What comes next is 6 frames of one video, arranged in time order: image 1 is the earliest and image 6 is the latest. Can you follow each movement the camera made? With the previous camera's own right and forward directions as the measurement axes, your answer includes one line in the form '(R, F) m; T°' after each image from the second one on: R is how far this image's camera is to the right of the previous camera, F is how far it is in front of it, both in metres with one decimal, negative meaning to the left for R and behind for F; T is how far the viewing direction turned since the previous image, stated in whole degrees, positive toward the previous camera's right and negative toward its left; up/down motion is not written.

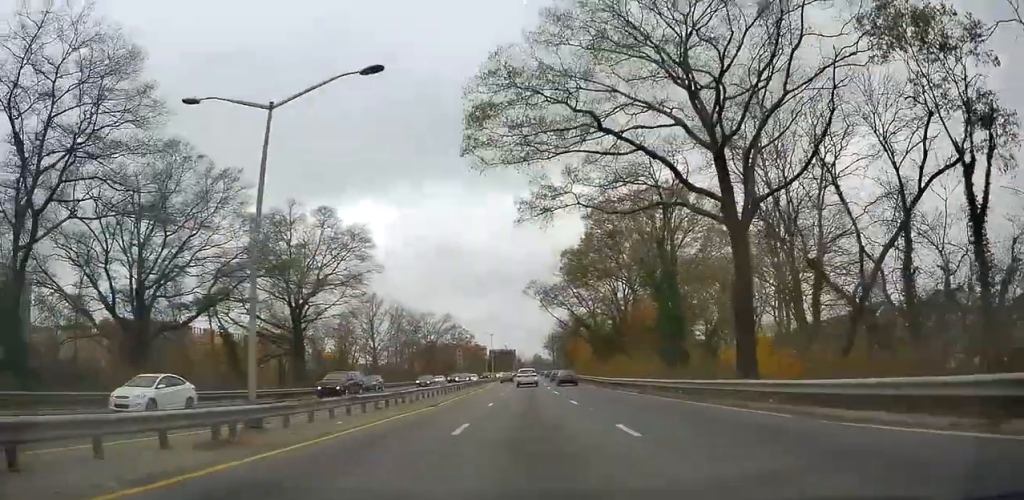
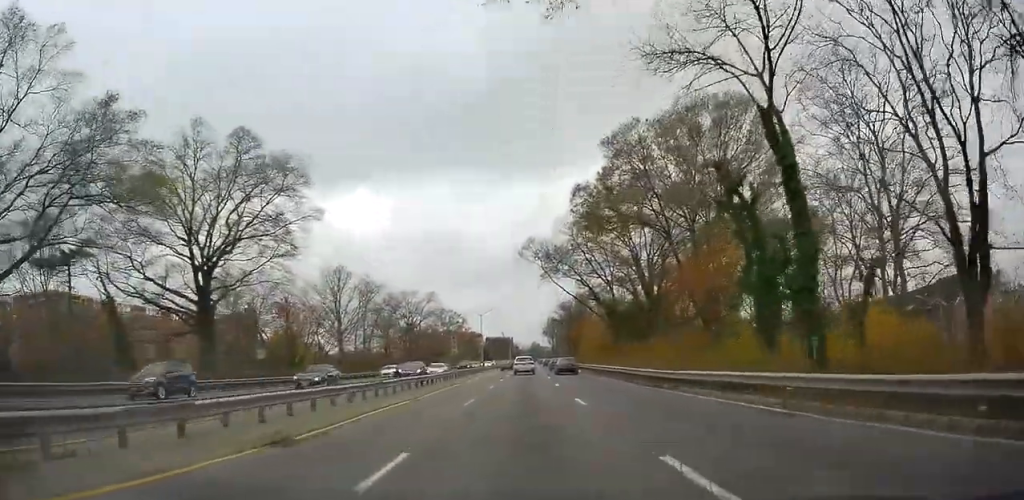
(0.0, +18.1) m; +1°
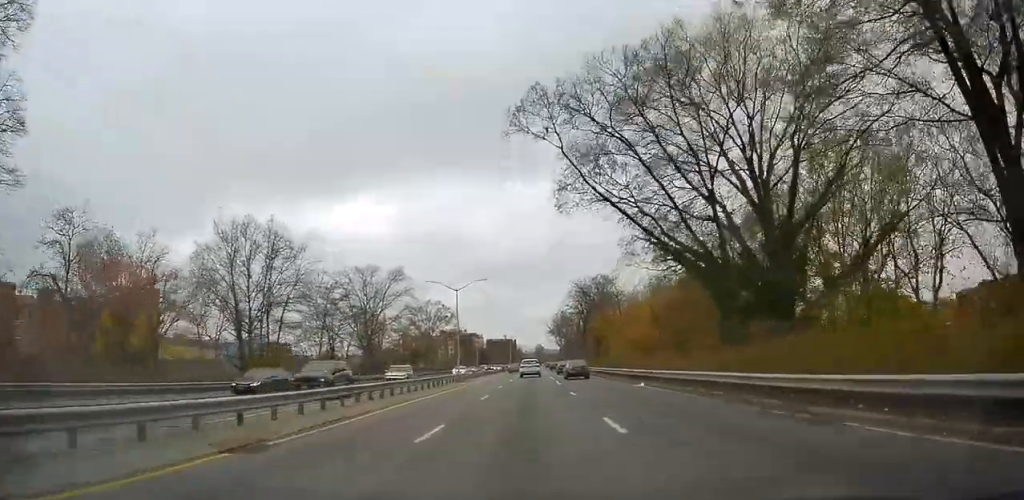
(+0.5, +31.2) m; +1°
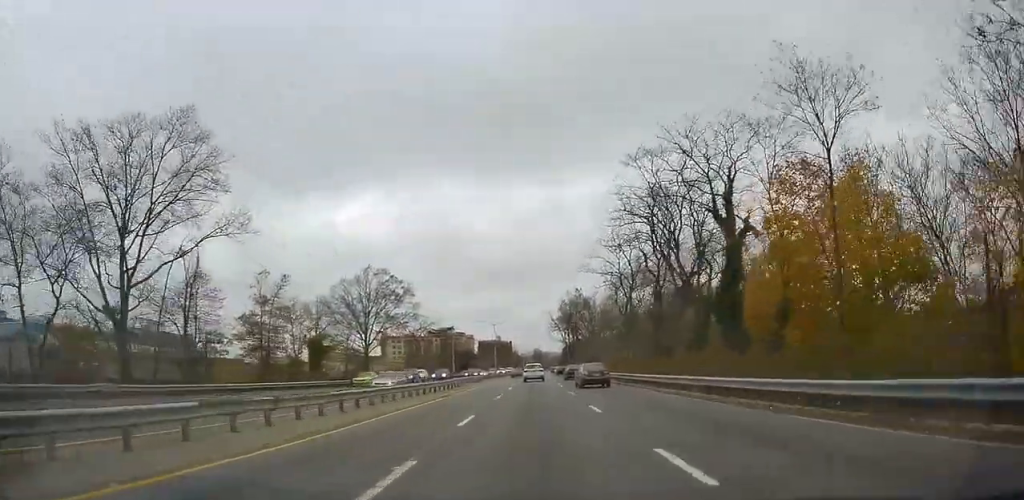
(-0.7, +51.2) m; -2°
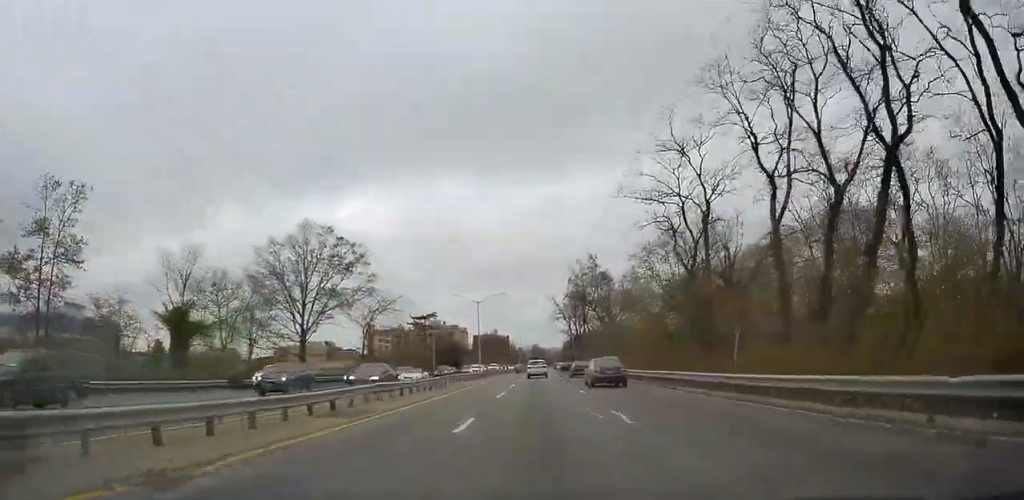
(-0.2, +25.4) m; +1°
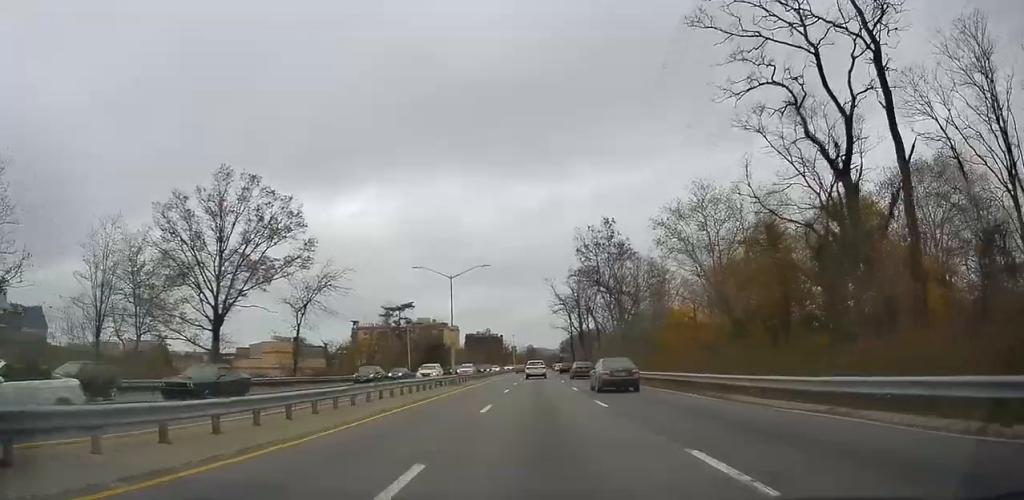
(+0.3, +18.8) m; +1°
